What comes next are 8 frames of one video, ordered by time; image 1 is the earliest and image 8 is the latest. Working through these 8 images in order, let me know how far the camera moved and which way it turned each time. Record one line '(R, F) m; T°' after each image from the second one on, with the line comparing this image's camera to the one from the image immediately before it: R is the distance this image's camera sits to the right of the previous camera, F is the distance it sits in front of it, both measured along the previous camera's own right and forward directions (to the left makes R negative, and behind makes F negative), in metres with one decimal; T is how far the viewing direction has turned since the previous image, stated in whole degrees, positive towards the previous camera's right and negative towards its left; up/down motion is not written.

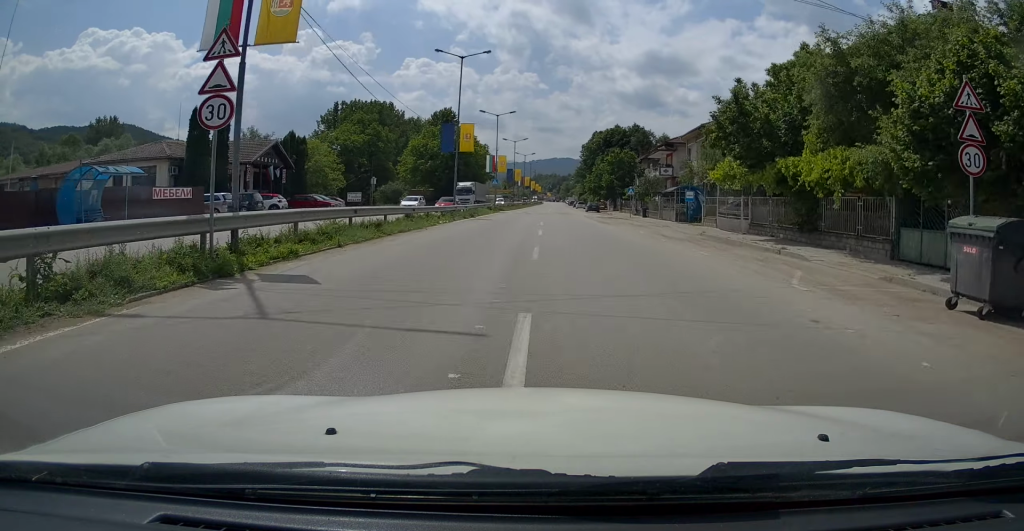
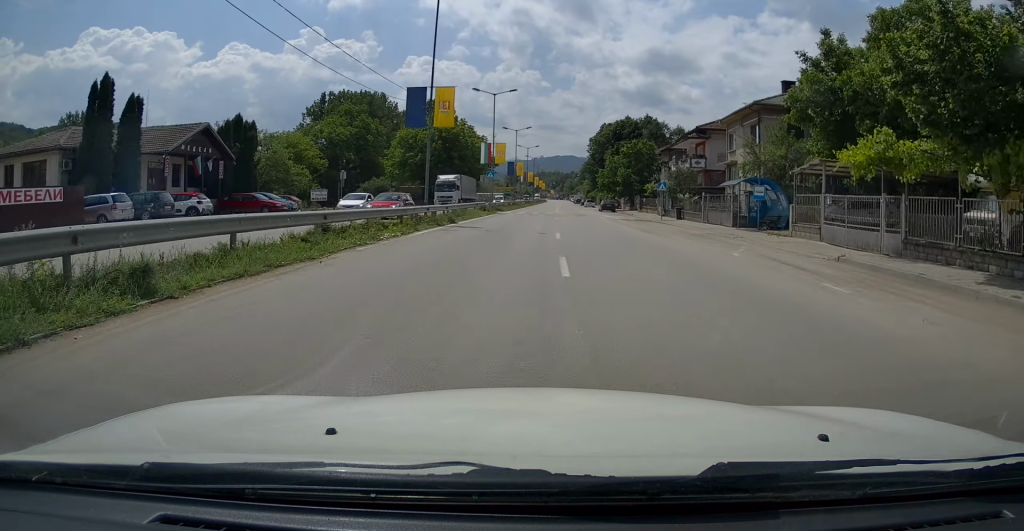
(+0.1, +12.4) m; 0°
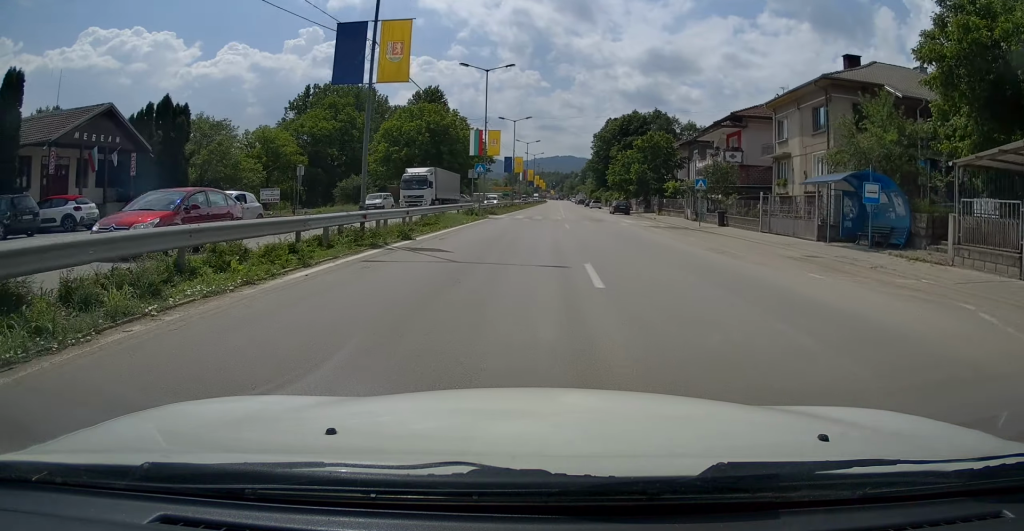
(-0.1, +10.8) m; -1°
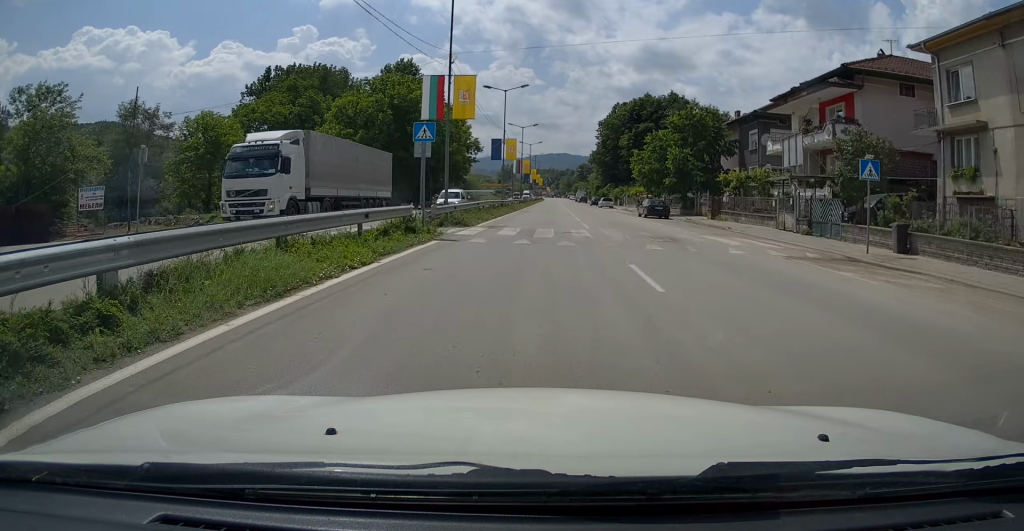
(-0.2, +19.8) m; -1°
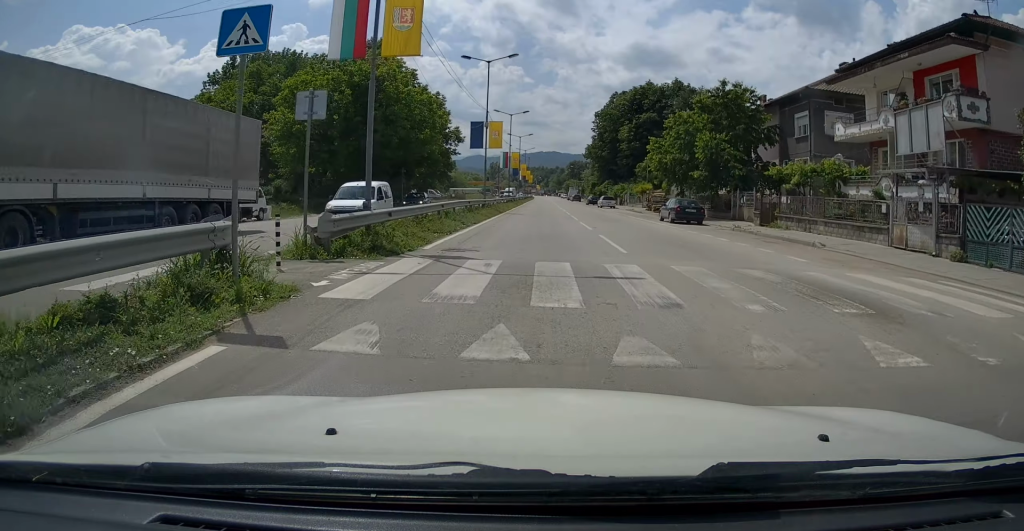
(0.0, +12.0) m; 0°
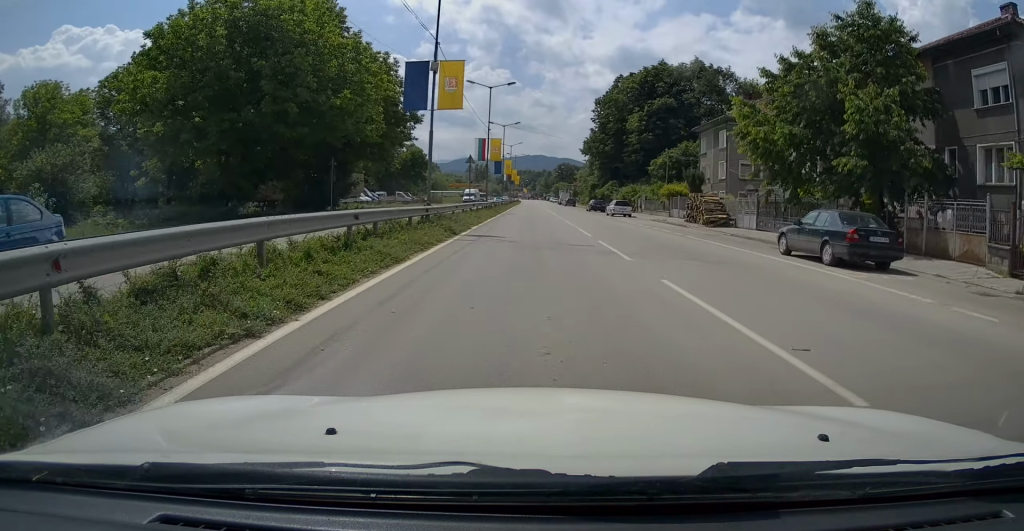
(+0.2, +21.1) m; +2°
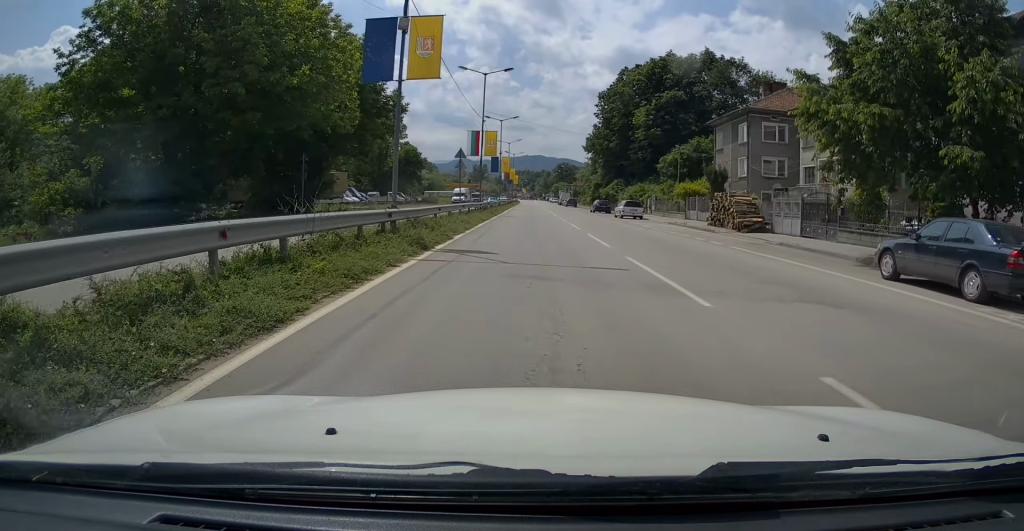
(+0.1, +5.7) m; +1°
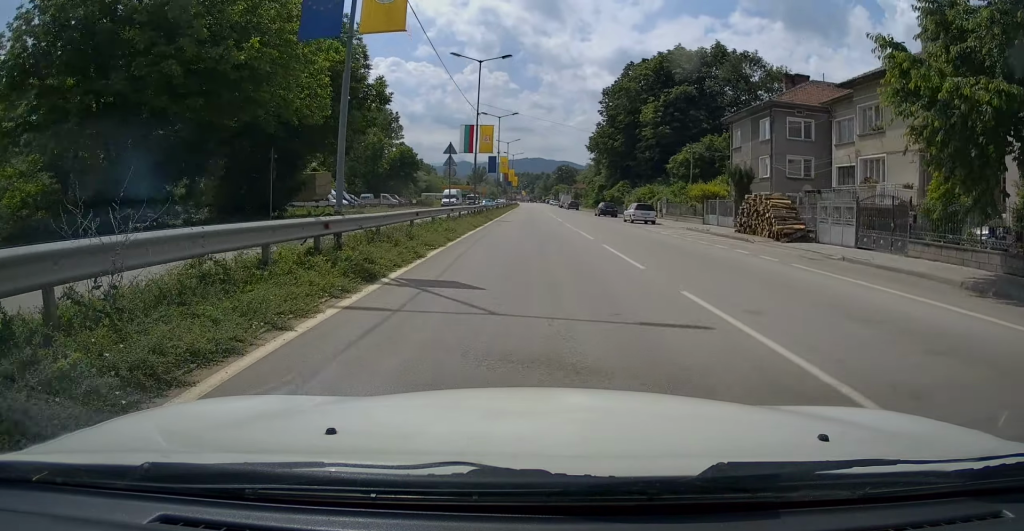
(0.0, +4.9) m; 0°
